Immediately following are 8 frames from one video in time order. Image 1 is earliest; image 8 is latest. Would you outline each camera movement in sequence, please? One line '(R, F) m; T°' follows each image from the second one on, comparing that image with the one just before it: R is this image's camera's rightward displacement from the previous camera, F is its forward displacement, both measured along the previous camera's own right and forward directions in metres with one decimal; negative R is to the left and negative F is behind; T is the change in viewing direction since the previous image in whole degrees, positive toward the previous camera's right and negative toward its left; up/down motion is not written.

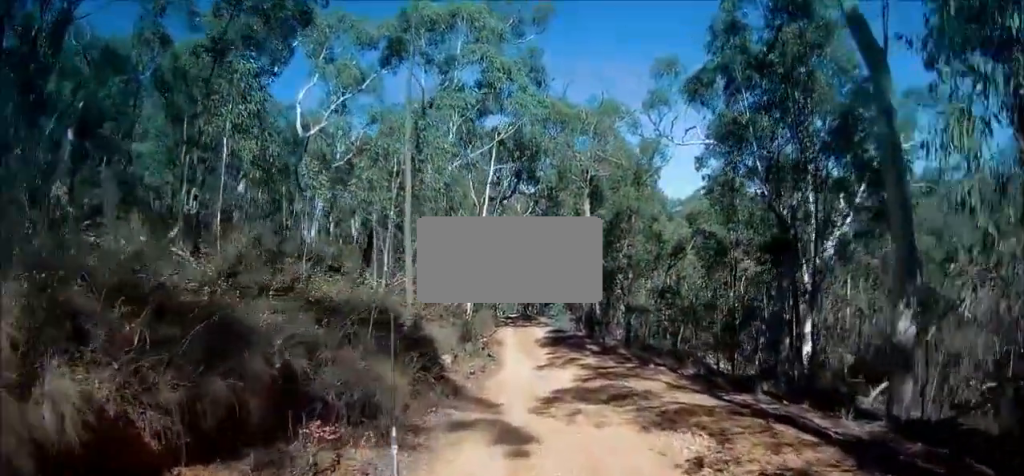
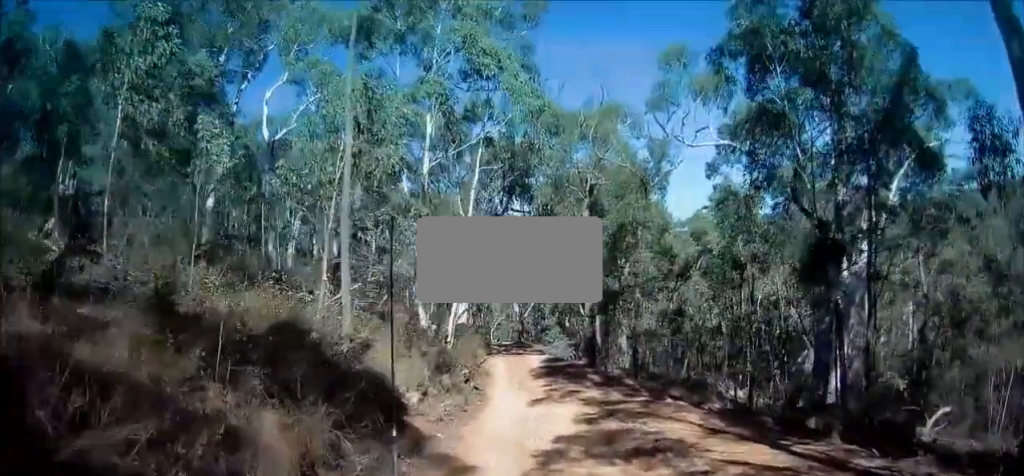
(-0.2, +3.3) m; 0°
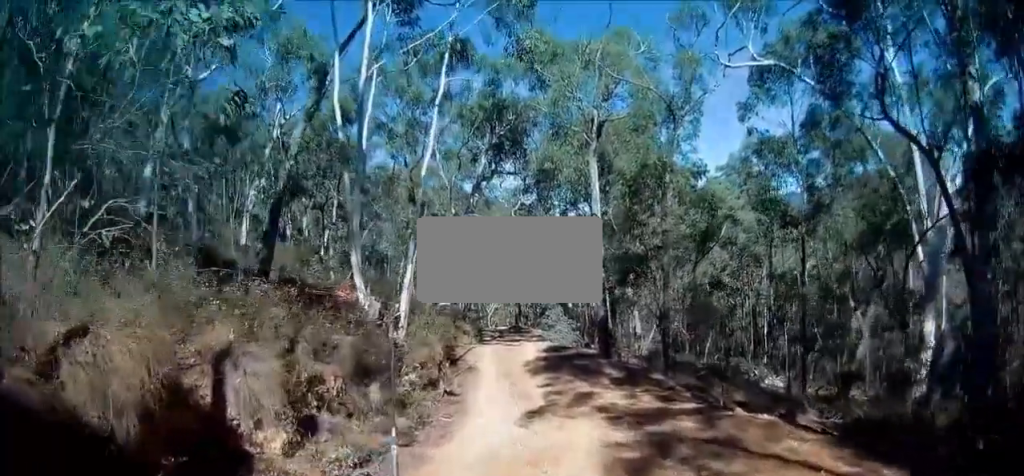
(+0.1, +5.6) m; -1°
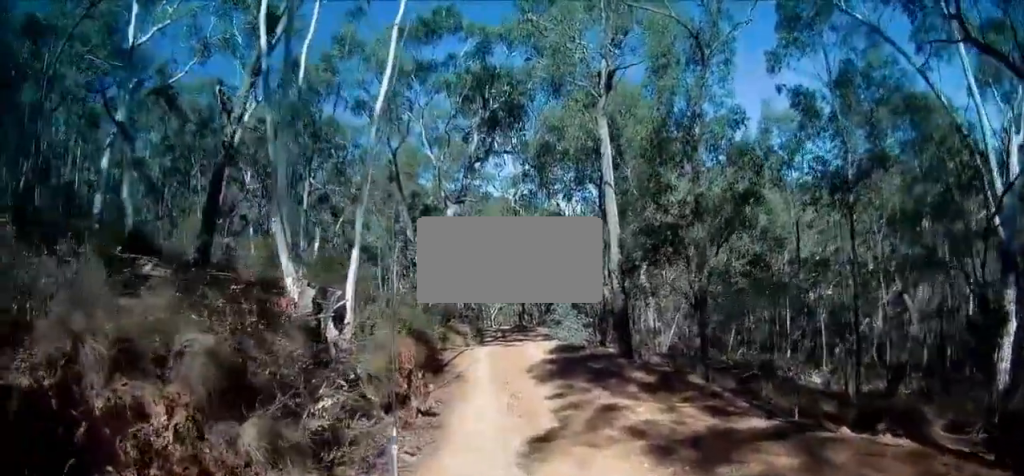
(-0.2, +3.4) m; 0°
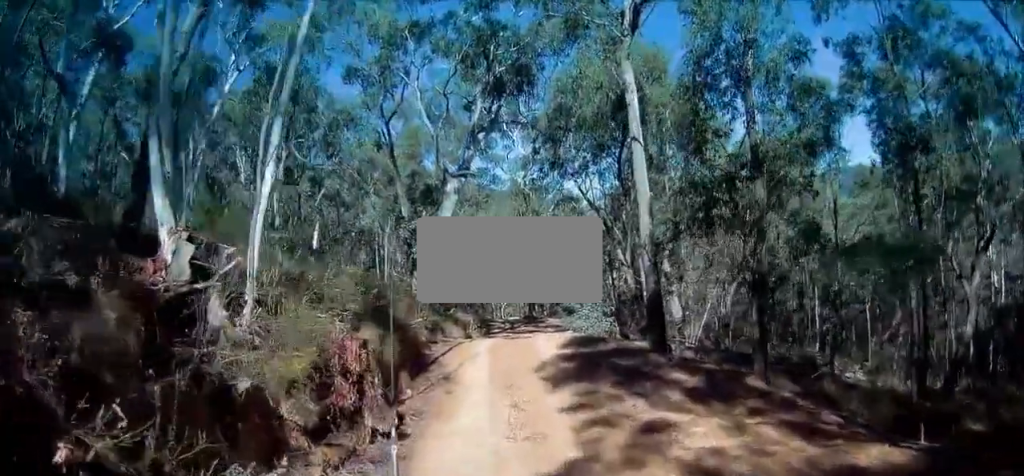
(+0.5, +3.0) m; +1°
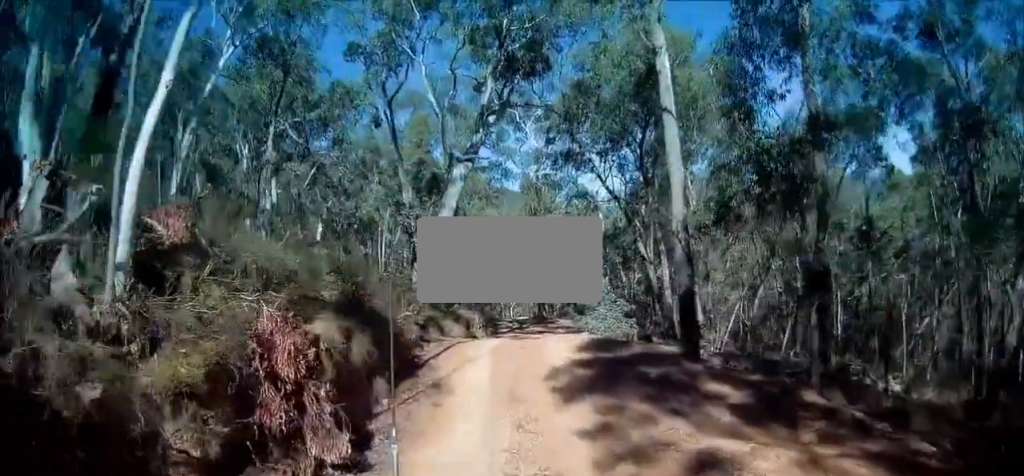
(-0.1, +2.0) m; -2°
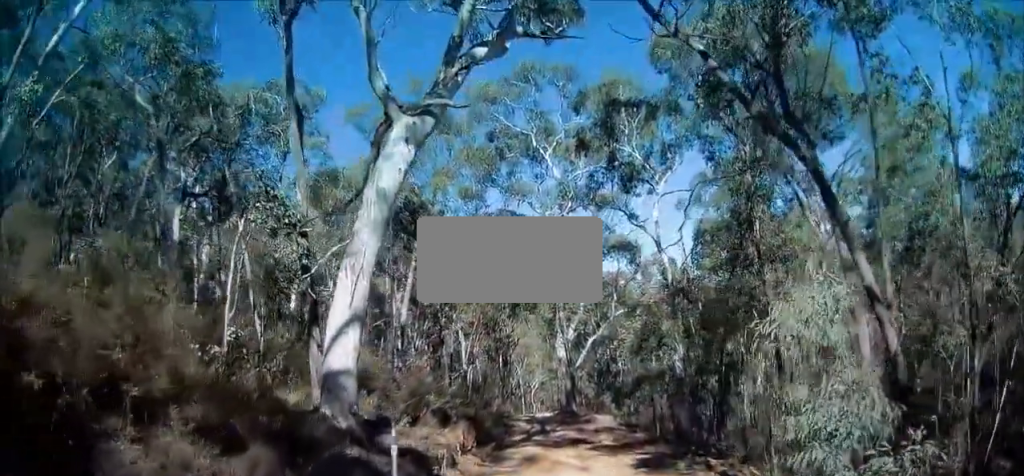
(-1.4, +12.9) m; -7°
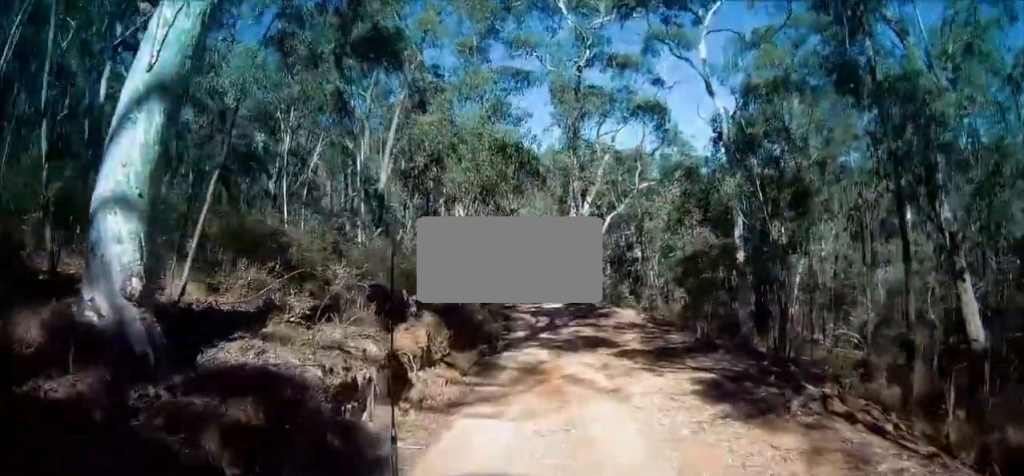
(+0.1, +6.3) m; +1°
